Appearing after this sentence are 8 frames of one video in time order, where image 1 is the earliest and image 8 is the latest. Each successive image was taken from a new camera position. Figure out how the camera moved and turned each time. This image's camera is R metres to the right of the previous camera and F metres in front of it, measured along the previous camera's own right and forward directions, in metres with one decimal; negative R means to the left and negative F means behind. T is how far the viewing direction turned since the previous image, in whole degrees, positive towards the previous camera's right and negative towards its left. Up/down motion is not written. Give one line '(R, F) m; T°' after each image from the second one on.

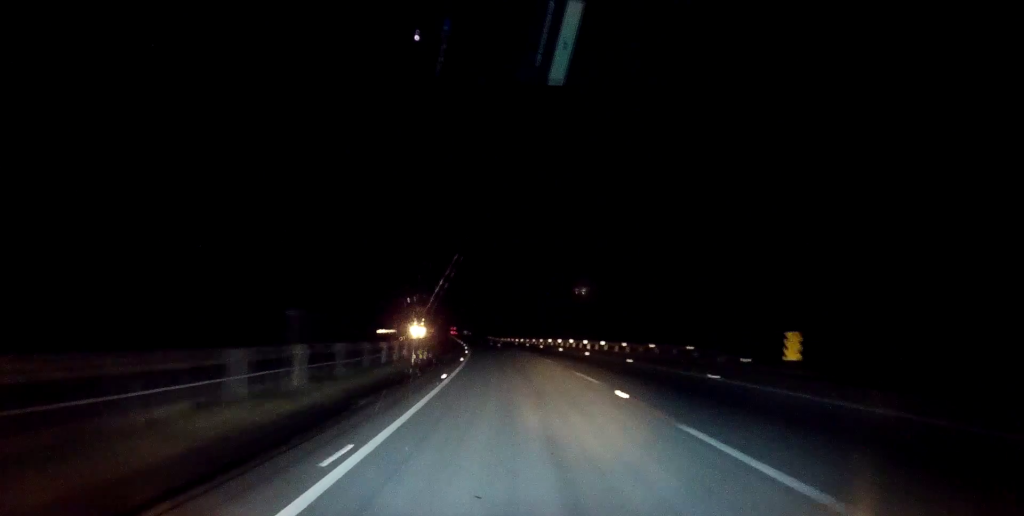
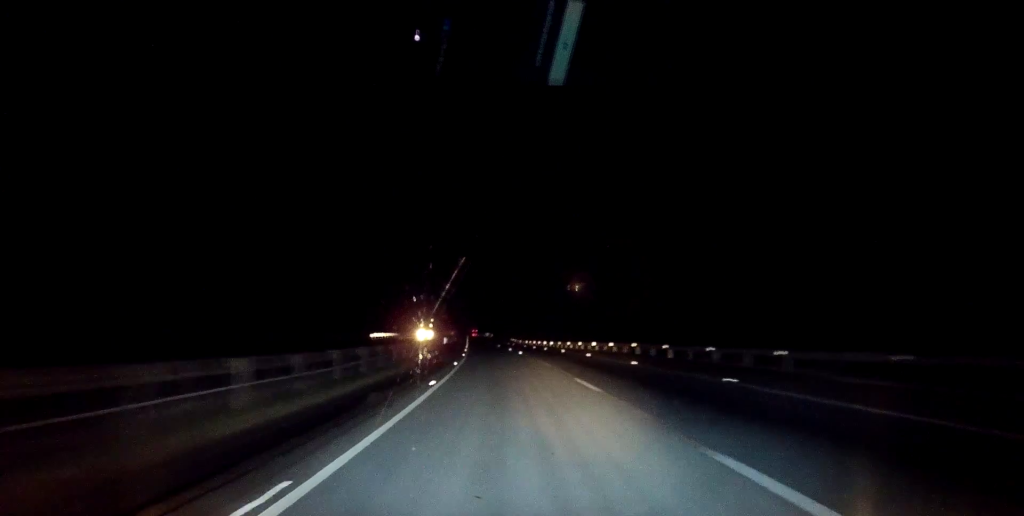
(-0.4, +27.6) m; -2°
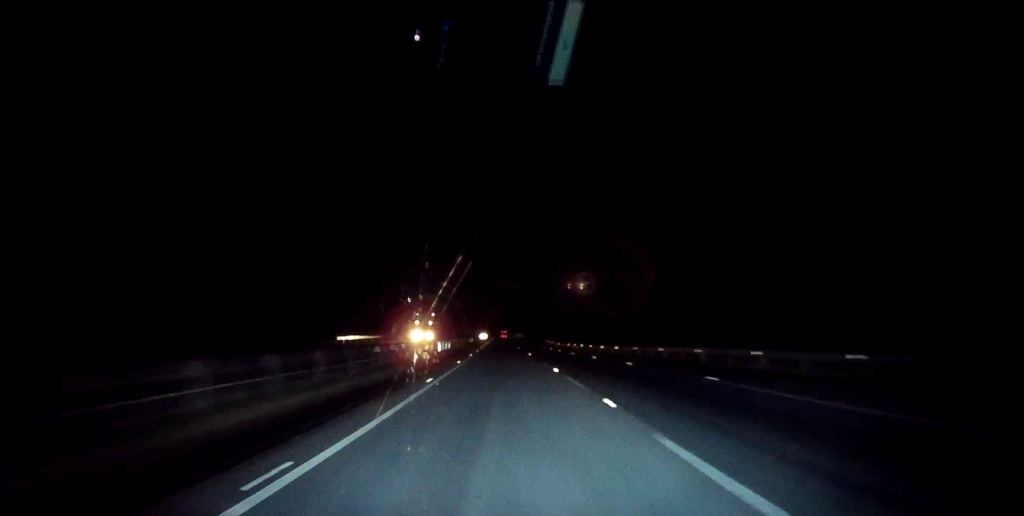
(-0.7, +37.6) m; -2°
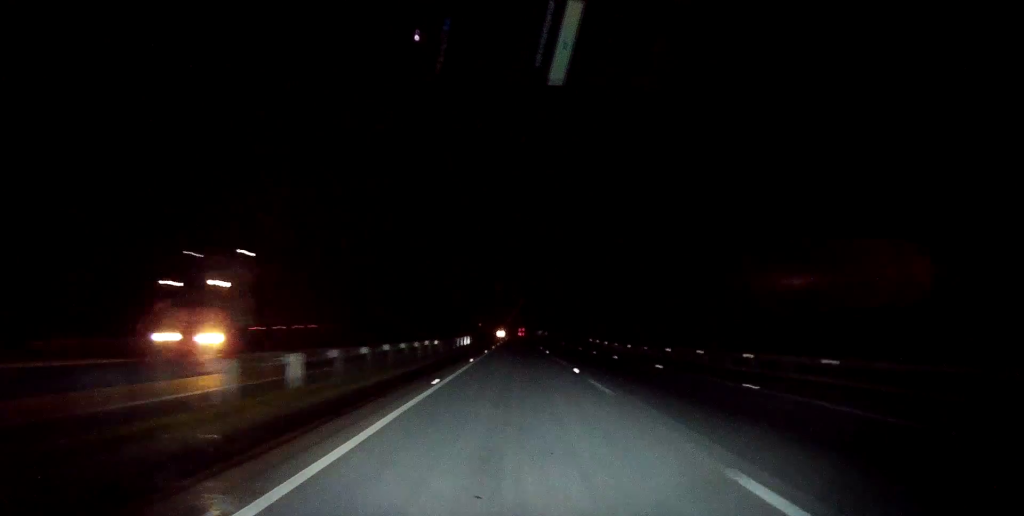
(-1.2, +53.4) m; -2°
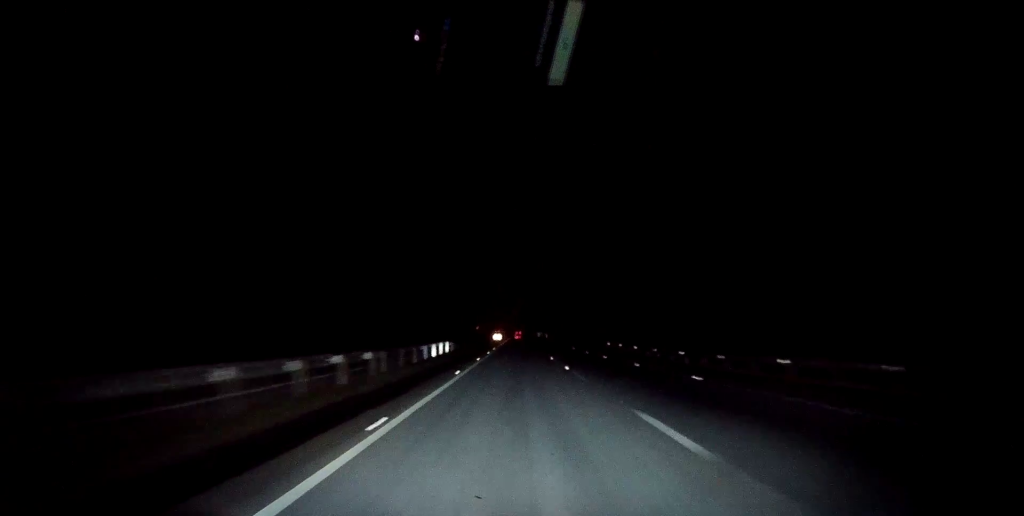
(-0.1, +19.8) m; 0°
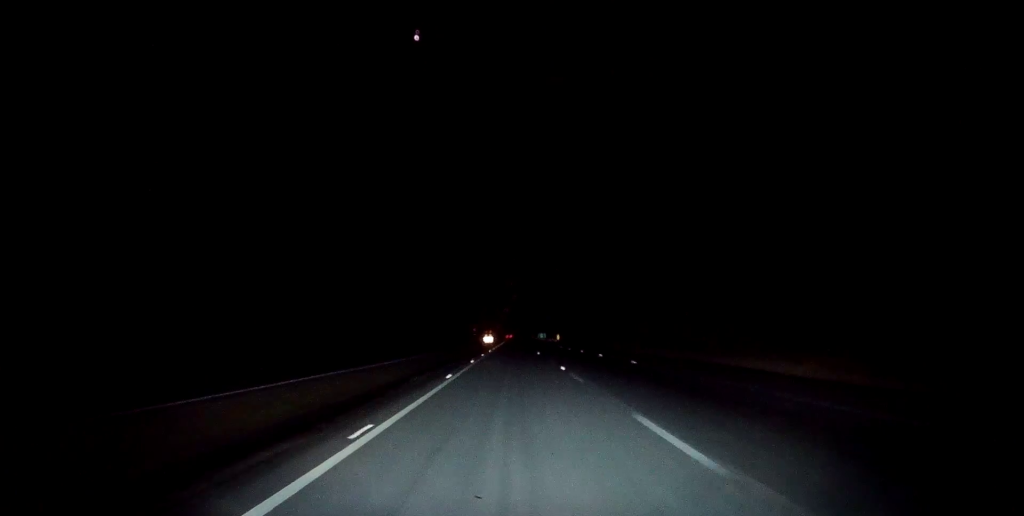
(+0.3, +77.6) m; 0°
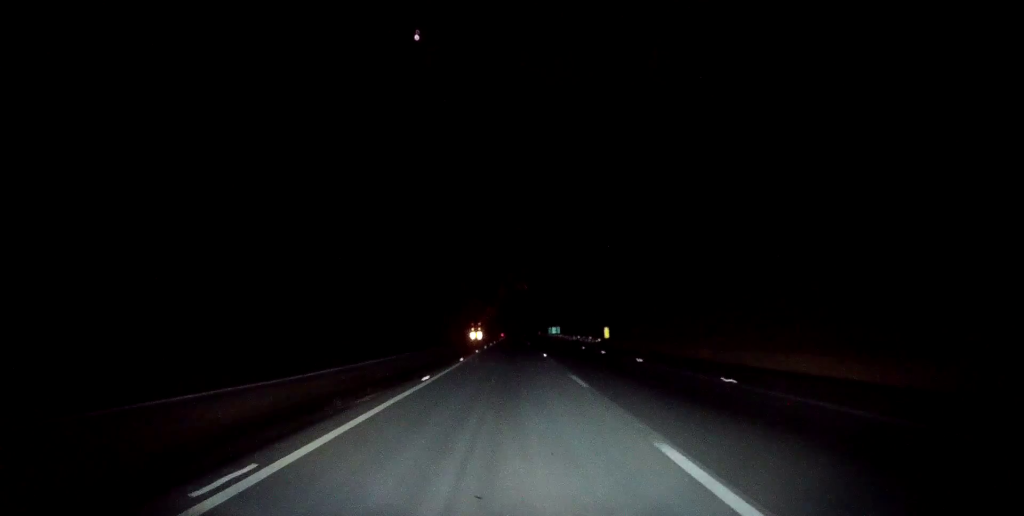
(+0.1, +80.5) m; 0°
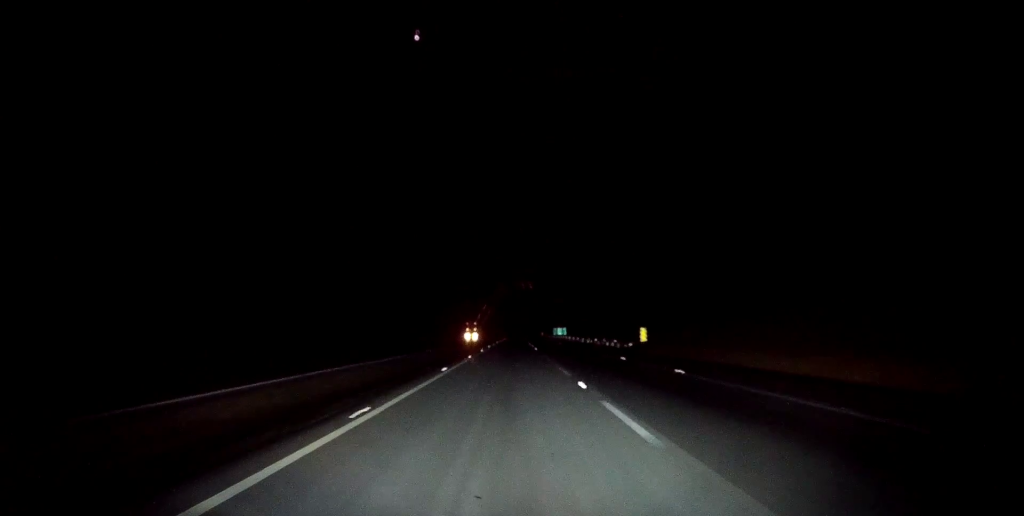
(0.0, +20.7) m; 0°
